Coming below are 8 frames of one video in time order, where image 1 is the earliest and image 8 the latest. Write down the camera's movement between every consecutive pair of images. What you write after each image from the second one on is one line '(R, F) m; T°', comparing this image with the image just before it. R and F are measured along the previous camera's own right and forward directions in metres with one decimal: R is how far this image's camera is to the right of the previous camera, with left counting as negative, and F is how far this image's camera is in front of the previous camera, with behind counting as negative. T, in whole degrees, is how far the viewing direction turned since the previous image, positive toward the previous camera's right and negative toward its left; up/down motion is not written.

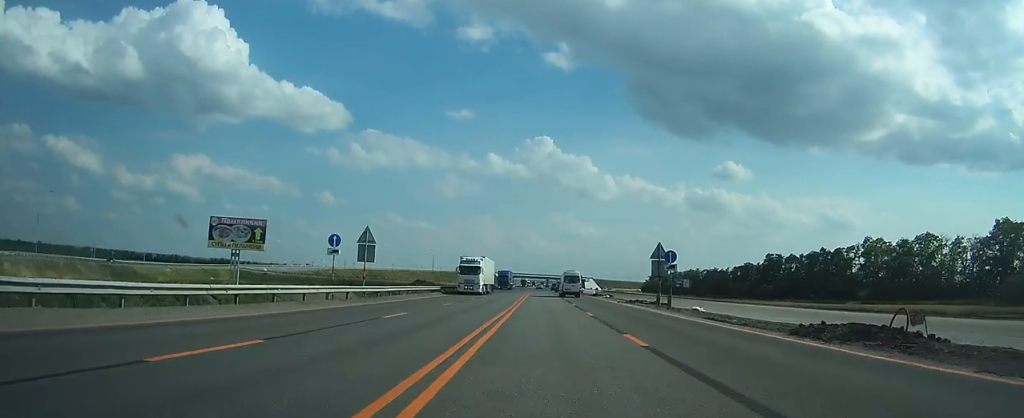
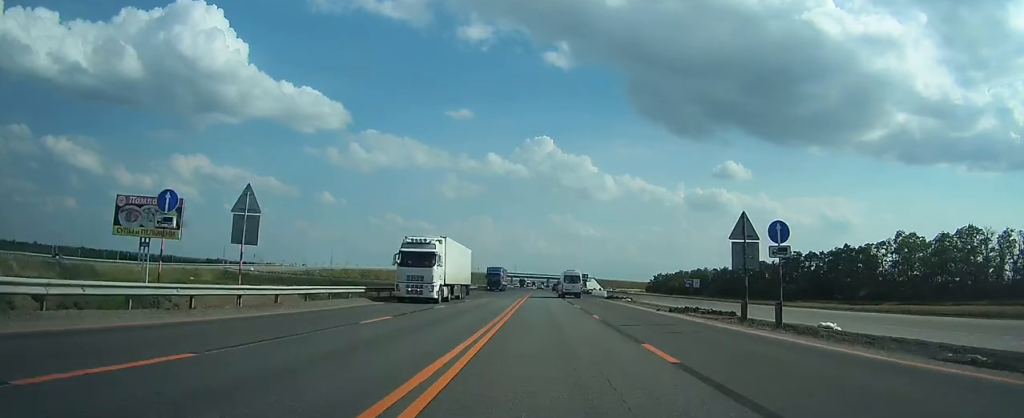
(0.0, +15.0) m; 0°
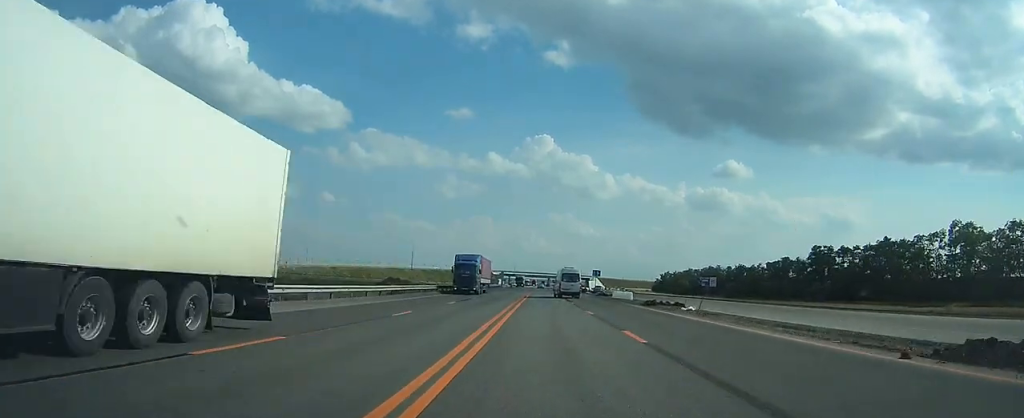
(0.0, +21.4) m; 0°
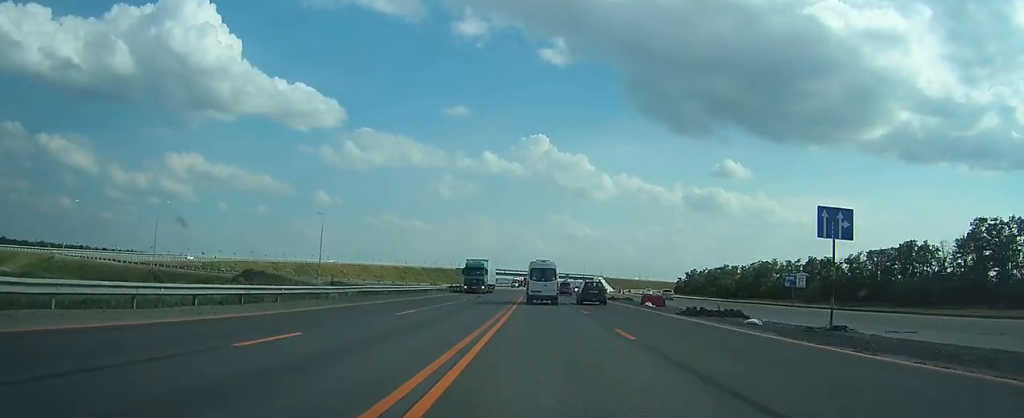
(-0.1, +73.7) m; 0°
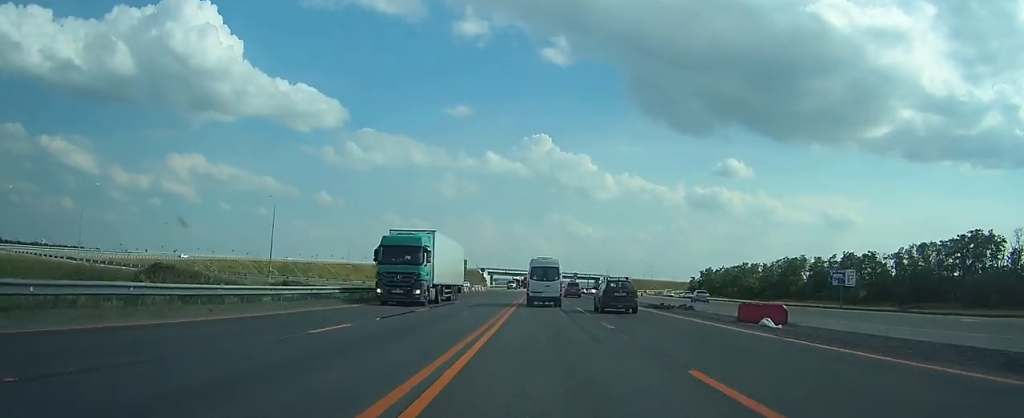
(+0.1, +21.8) m; 0°
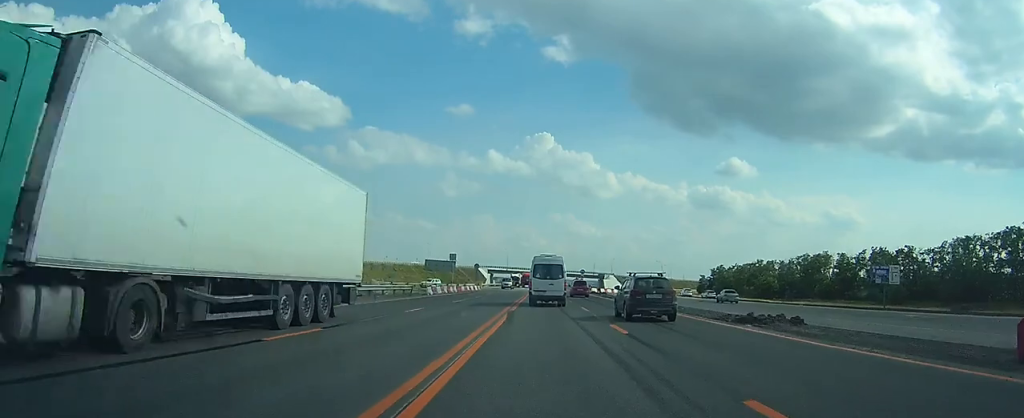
(0.0, +15.3) m; 0°
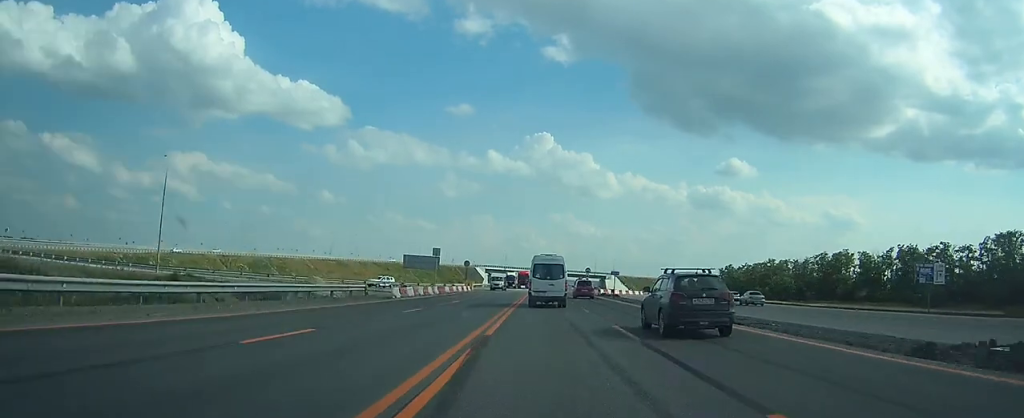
(0.0, +13.5) m; 0°
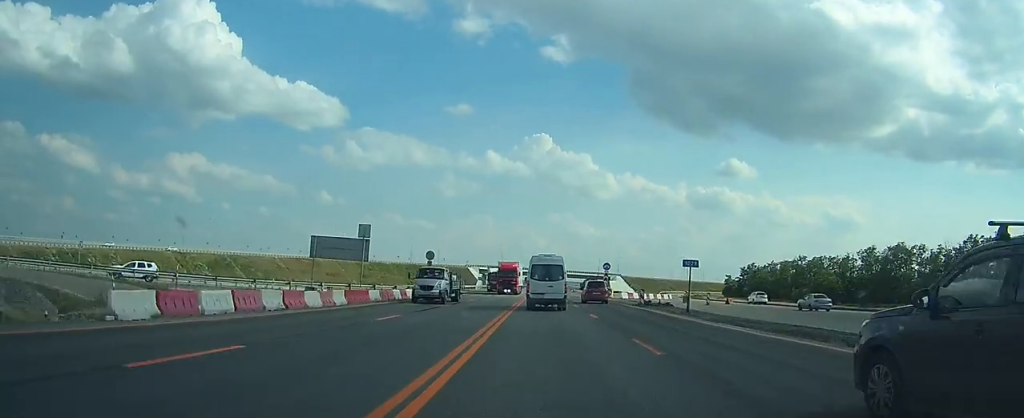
(0.0, +29.0) m; 0°
